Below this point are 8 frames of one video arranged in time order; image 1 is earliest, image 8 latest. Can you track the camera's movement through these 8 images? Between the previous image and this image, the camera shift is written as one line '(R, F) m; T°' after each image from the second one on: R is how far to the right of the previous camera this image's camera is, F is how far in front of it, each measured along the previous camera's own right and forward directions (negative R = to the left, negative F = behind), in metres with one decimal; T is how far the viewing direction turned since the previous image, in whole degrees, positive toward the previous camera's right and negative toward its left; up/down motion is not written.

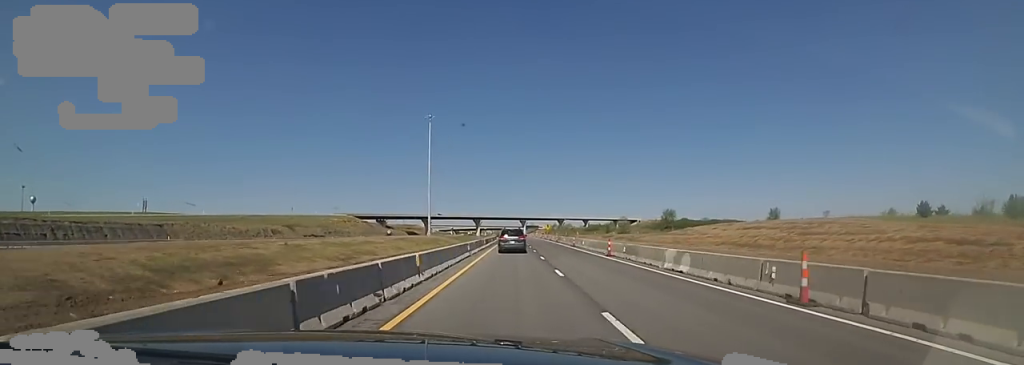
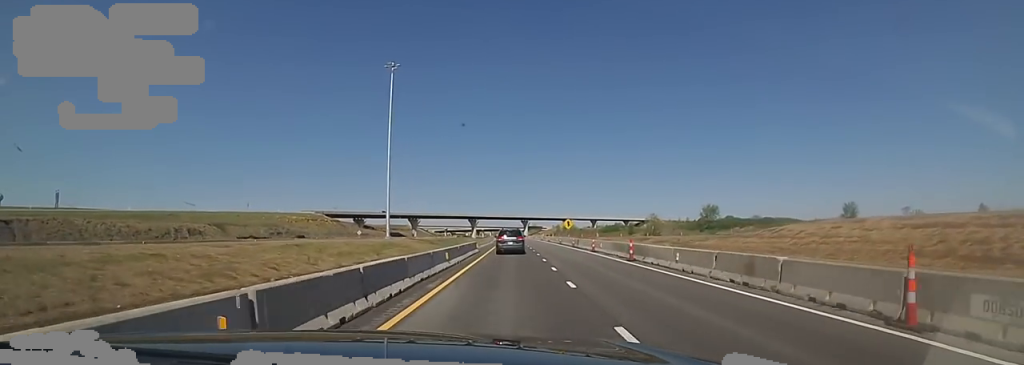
(-0.1, +39.6) m; 0°
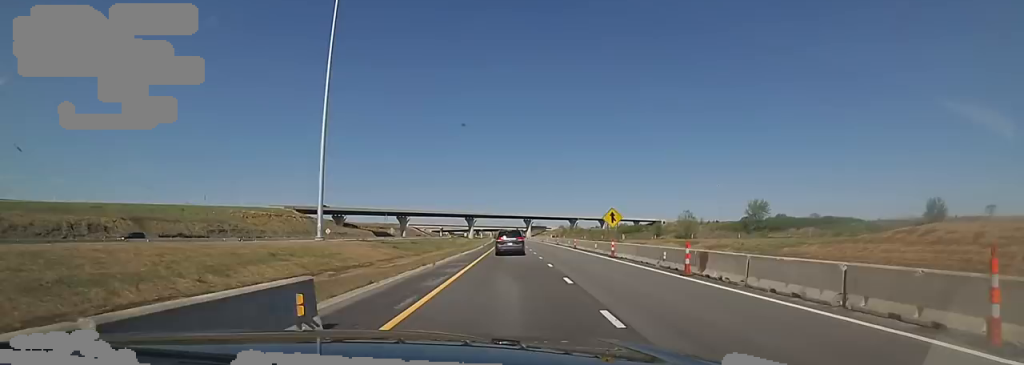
(0.0, +29.4) m; 0°
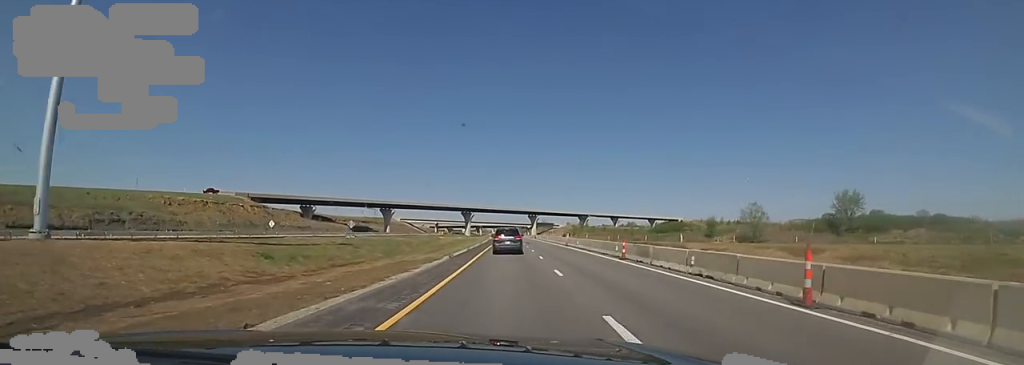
(0.0, +34.8) m; 0°
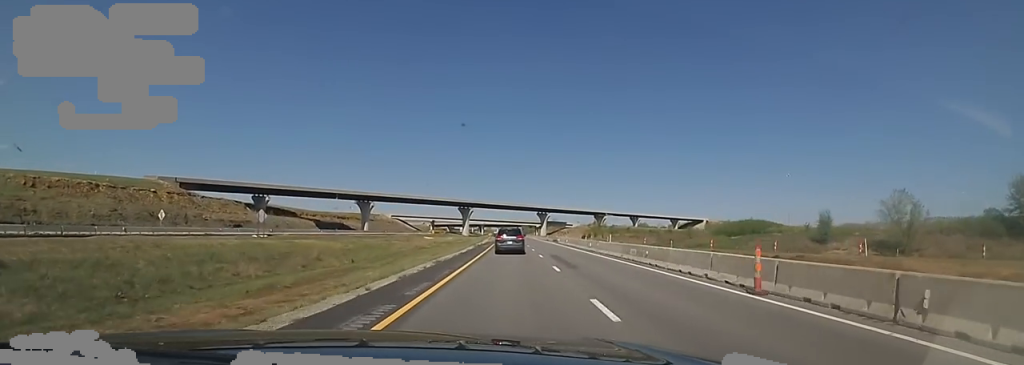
(0.0, +37.8) m; 0°
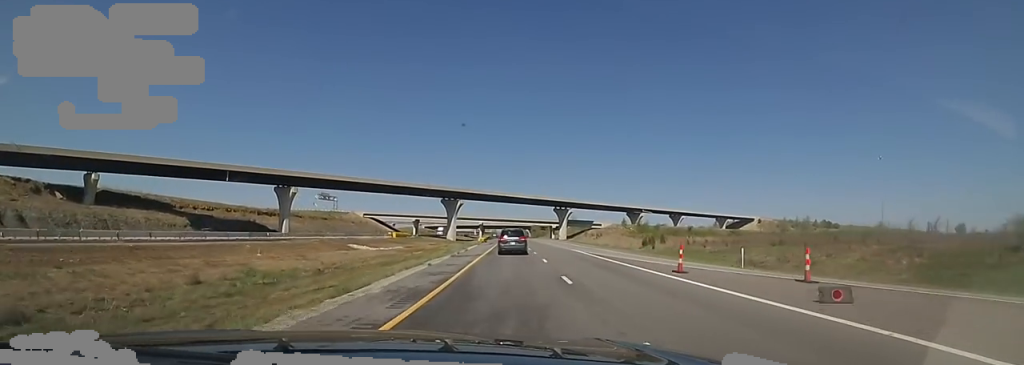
(-2.3, +62.8) m; -2°
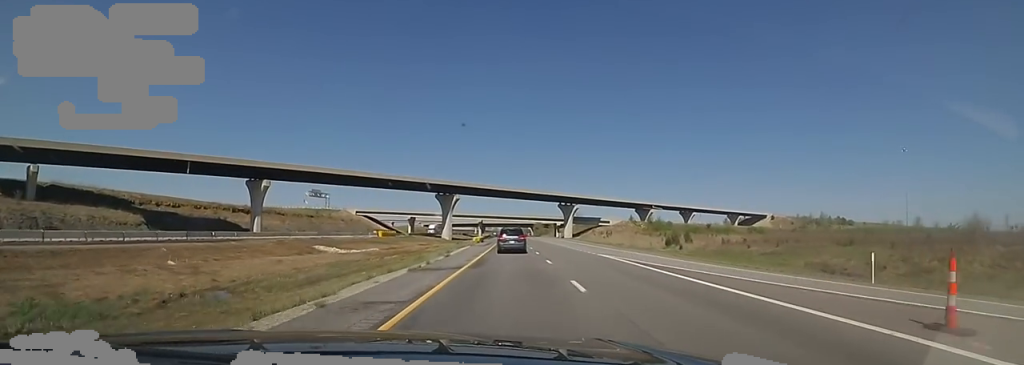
(+0.5, +12.3) m; 0°
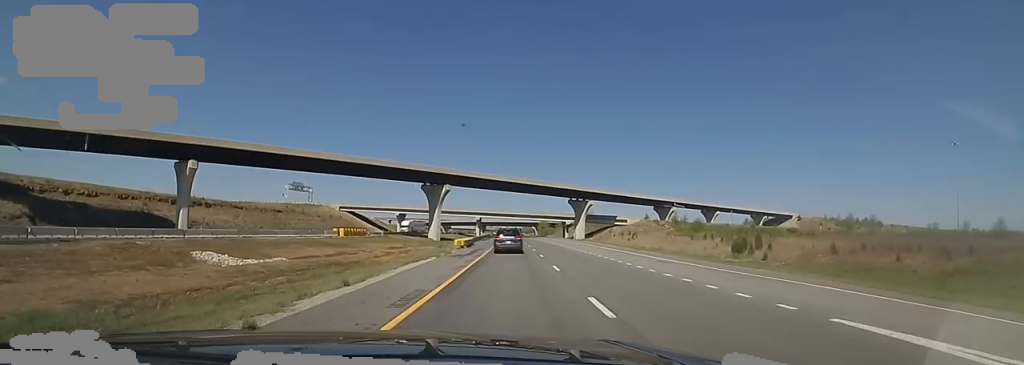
(+0.2, +22.5) m; 0°
